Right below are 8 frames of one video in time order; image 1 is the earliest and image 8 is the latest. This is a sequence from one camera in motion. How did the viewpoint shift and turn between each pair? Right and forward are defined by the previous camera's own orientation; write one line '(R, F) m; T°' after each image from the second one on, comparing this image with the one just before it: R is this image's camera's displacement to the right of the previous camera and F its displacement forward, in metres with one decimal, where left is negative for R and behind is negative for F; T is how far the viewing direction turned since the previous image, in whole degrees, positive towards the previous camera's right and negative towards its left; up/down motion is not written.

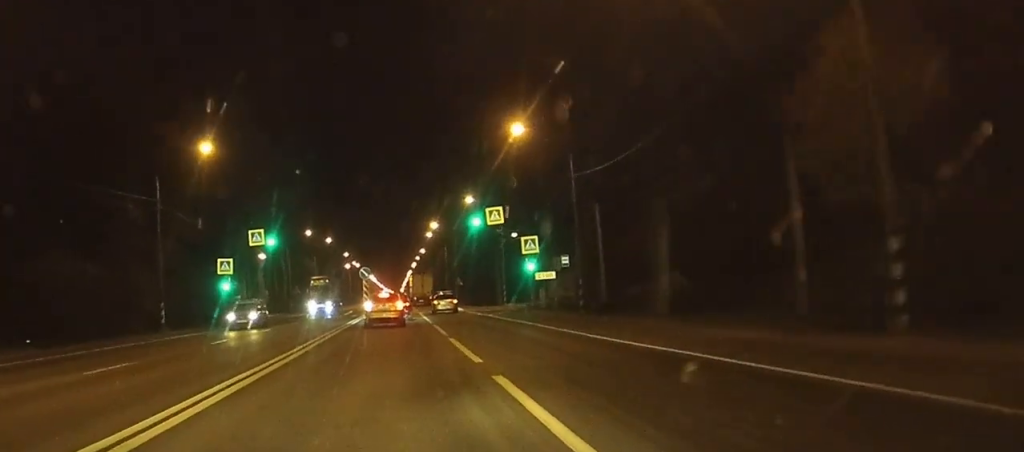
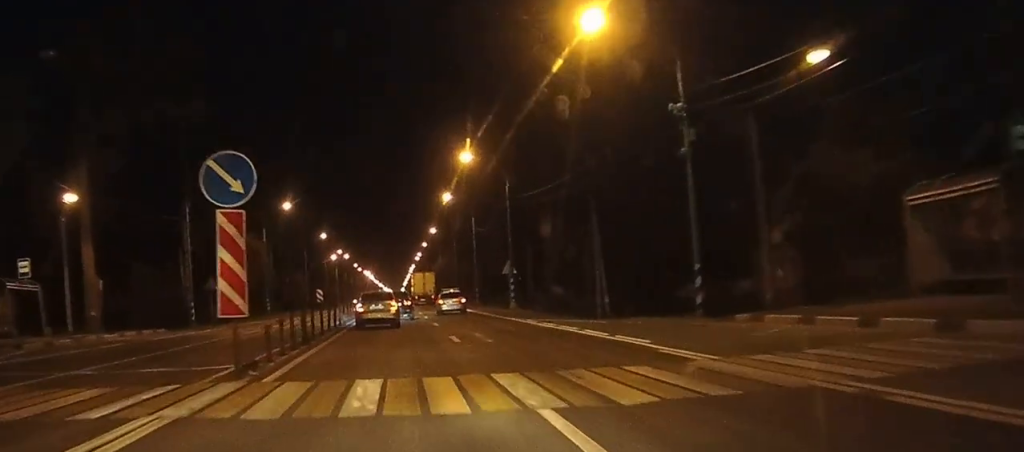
(-0.4, +55.7) m; -1°
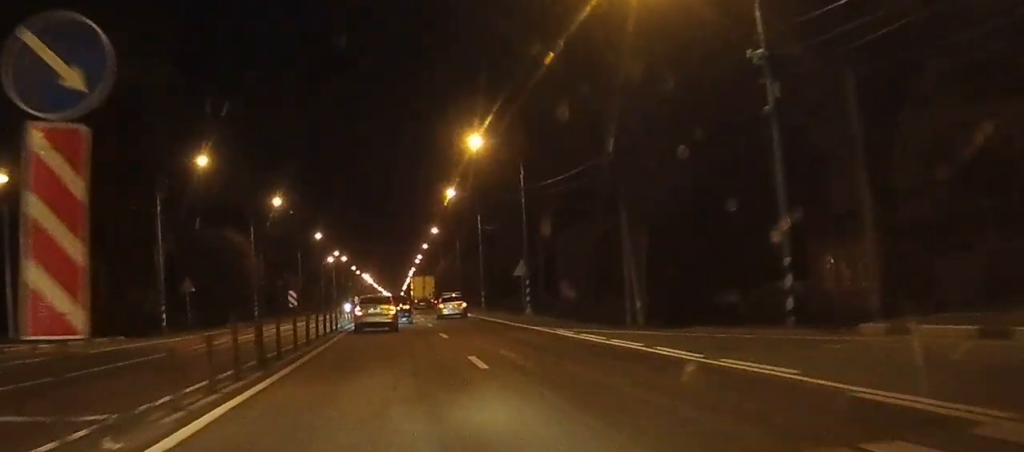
(0.0, +7.4) m; 0°
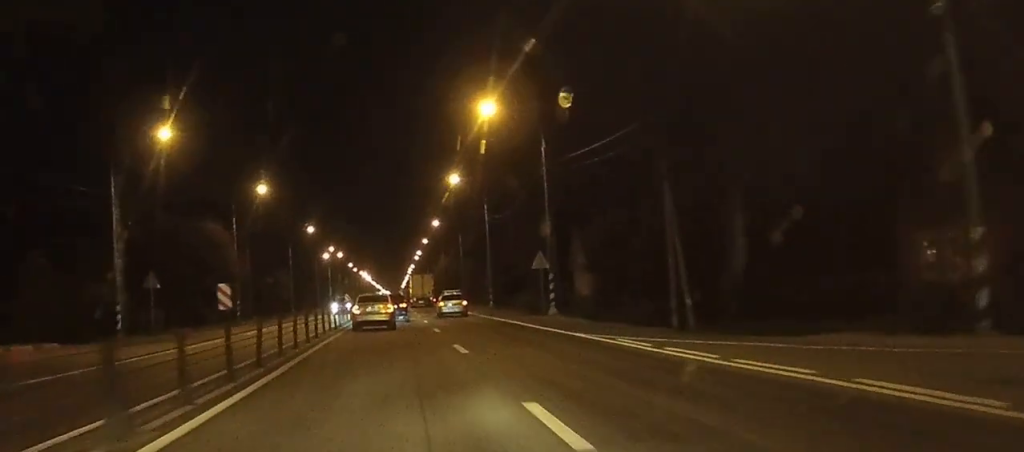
(0.0, +8.5) m; 0°
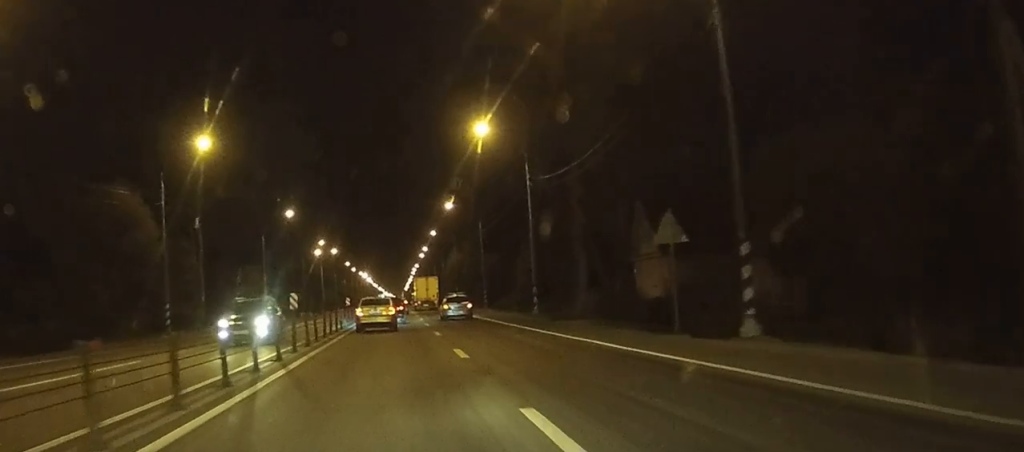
(0.0, +24.3) m; 0°
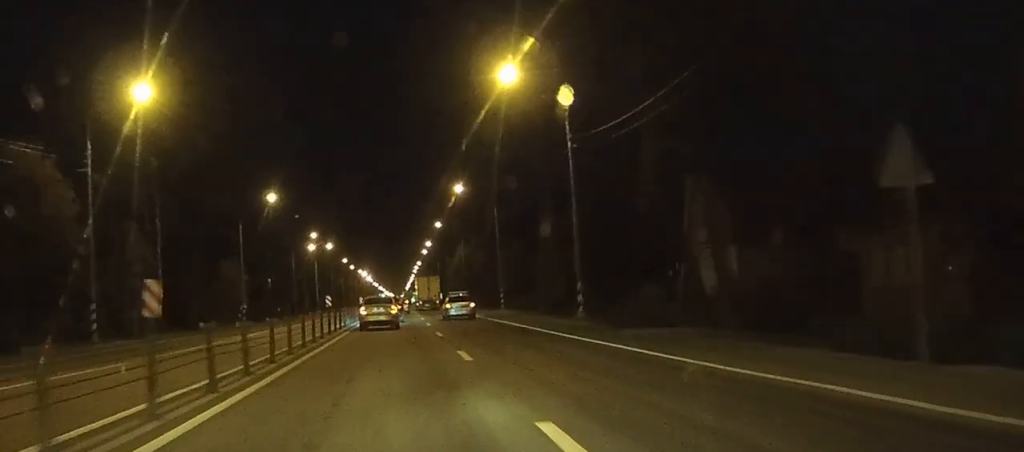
(0.0, +13.1) m; +1°
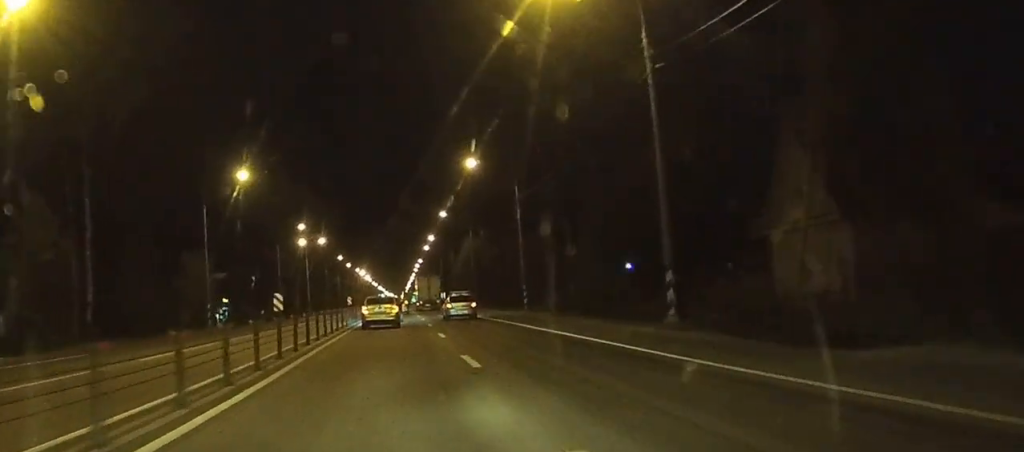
(+0.1, +13.8) m; 0°
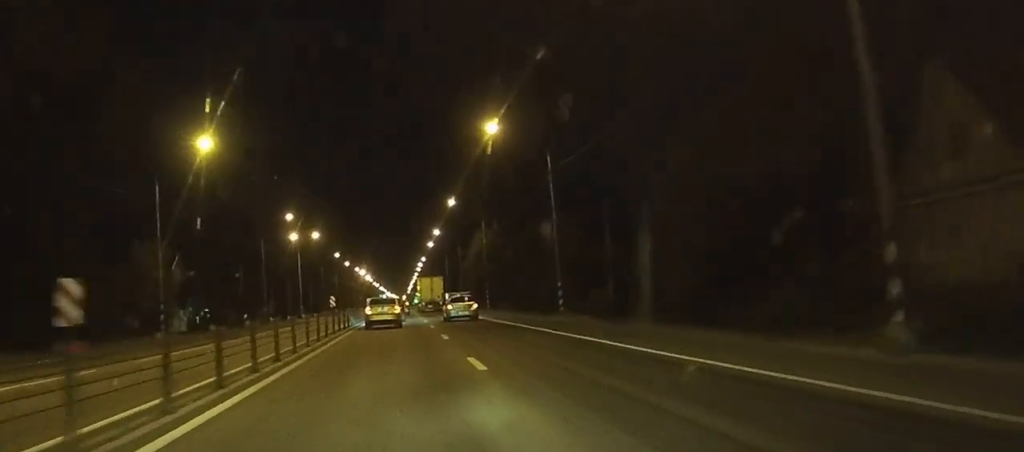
(+0.2, +12.7) m; -1°
